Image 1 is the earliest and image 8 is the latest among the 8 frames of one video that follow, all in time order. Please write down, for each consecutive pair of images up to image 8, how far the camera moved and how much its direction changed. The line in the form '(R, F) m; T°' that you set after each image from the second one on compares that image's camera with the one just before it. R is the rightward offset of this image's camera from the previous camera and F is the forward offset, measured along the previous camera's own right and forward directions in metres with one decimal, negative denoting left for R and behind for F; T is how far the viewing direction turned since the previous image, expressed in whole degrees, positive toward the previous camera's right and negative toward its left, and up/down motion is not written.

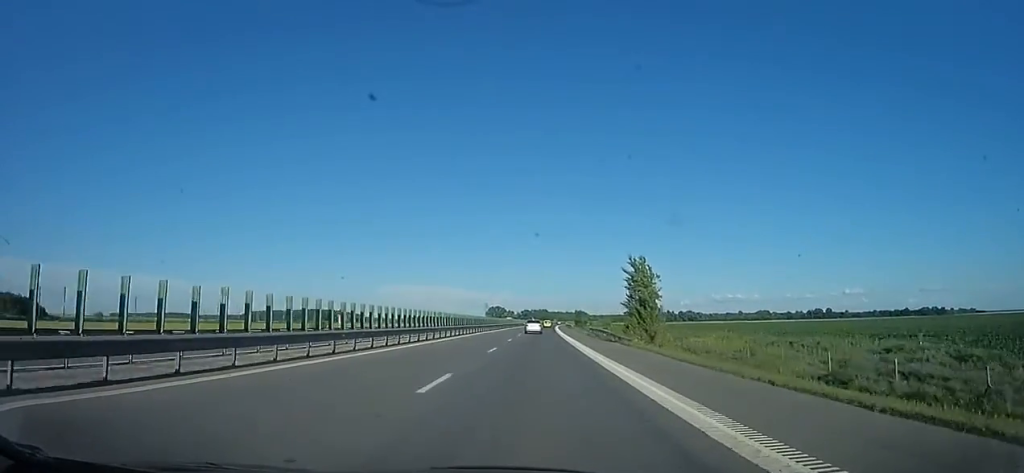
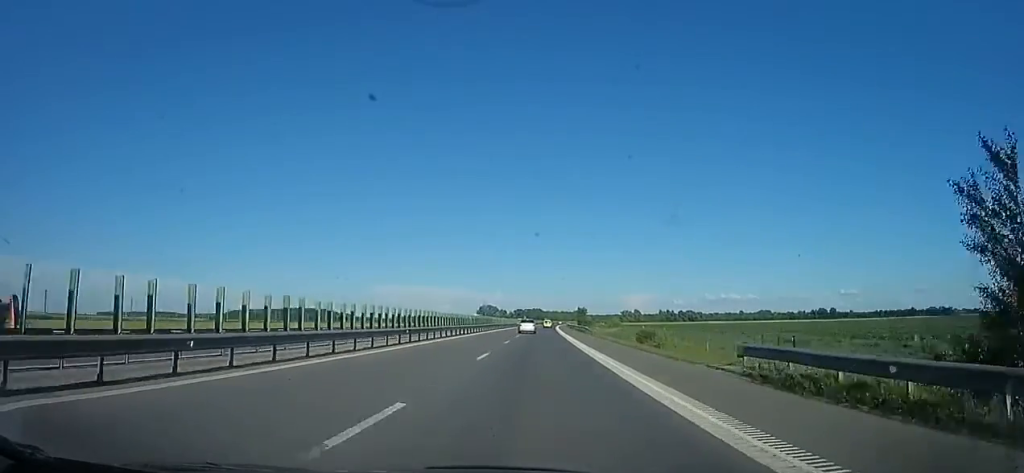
(+0.2, +40.4) m; 0°
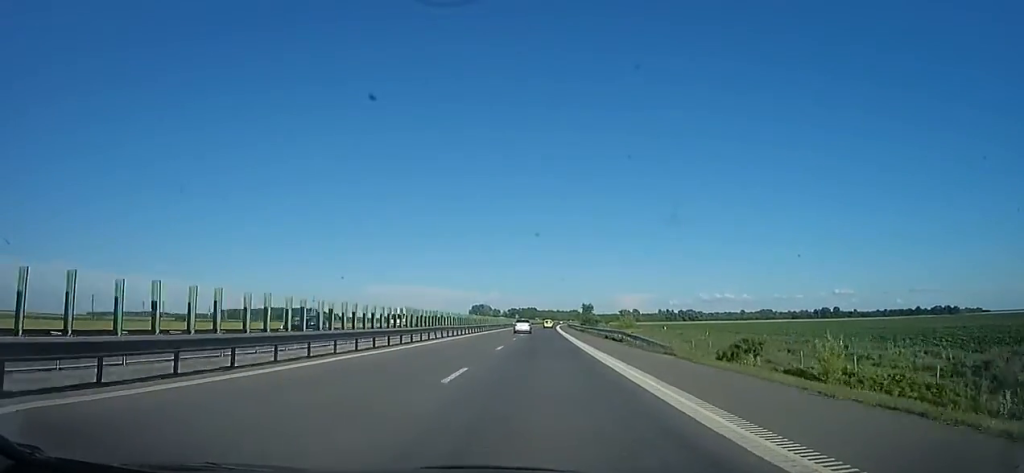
(-0.2, +30.0) m; 0°
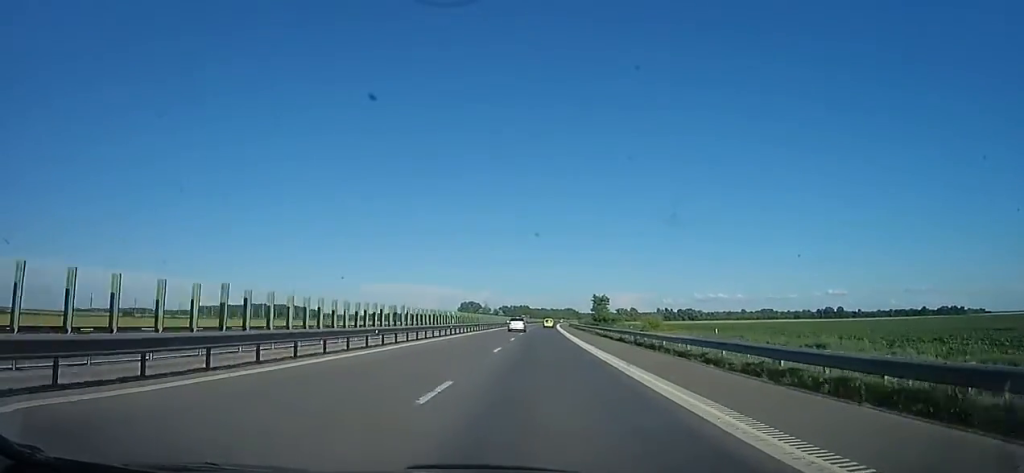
(+0.8, +39.1) m; +3°
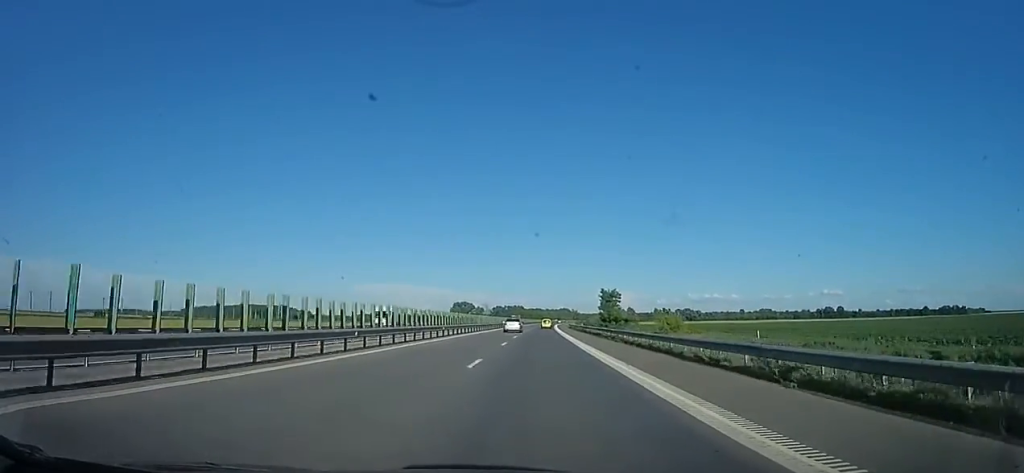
(+0.9, +18.0) m; 0°
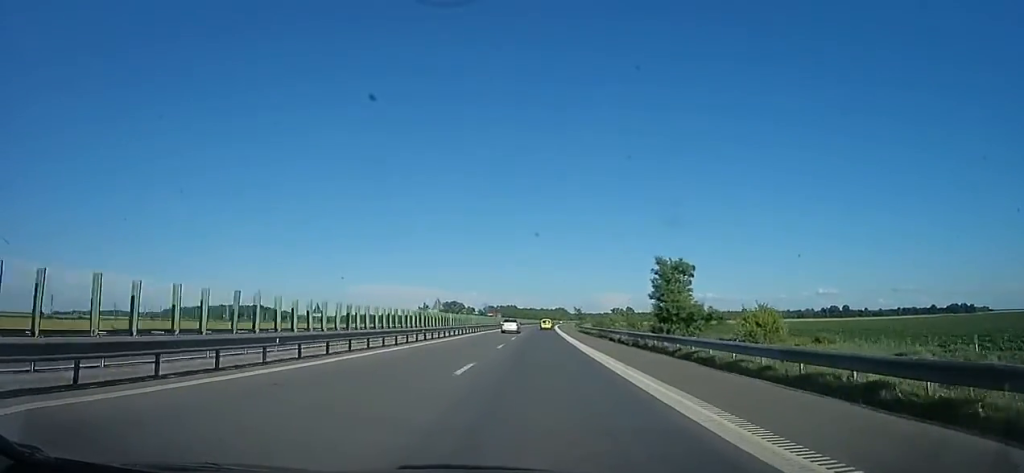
(-1.4, +37.6) m; 0°
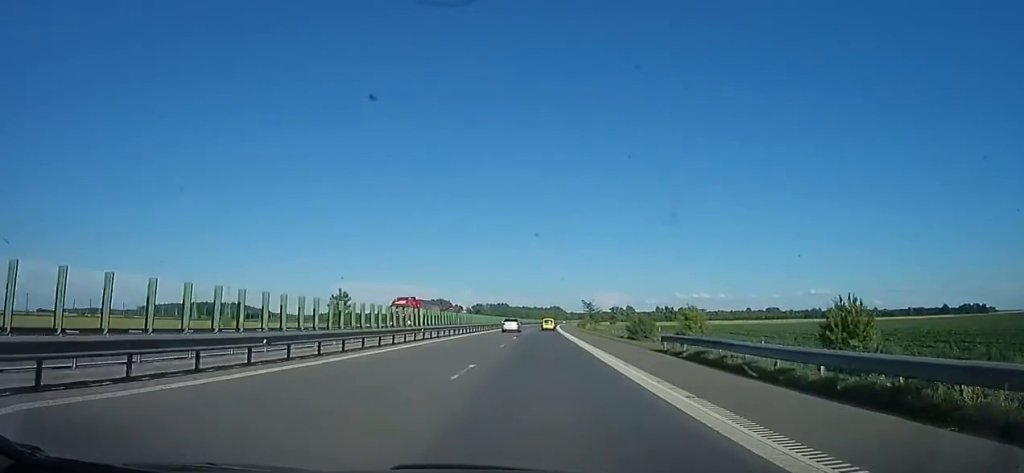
(+2.5, +49.0) m; +3°
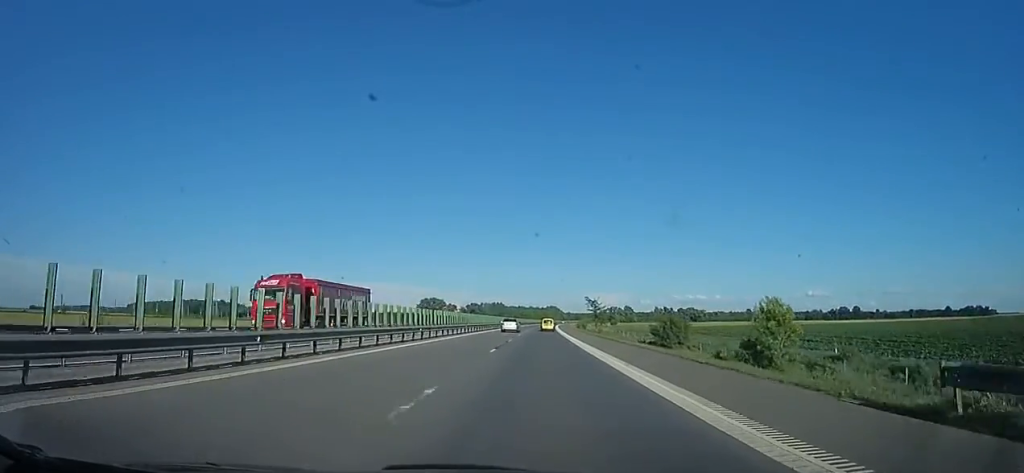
(-0.1, +16.4) m; 0°
